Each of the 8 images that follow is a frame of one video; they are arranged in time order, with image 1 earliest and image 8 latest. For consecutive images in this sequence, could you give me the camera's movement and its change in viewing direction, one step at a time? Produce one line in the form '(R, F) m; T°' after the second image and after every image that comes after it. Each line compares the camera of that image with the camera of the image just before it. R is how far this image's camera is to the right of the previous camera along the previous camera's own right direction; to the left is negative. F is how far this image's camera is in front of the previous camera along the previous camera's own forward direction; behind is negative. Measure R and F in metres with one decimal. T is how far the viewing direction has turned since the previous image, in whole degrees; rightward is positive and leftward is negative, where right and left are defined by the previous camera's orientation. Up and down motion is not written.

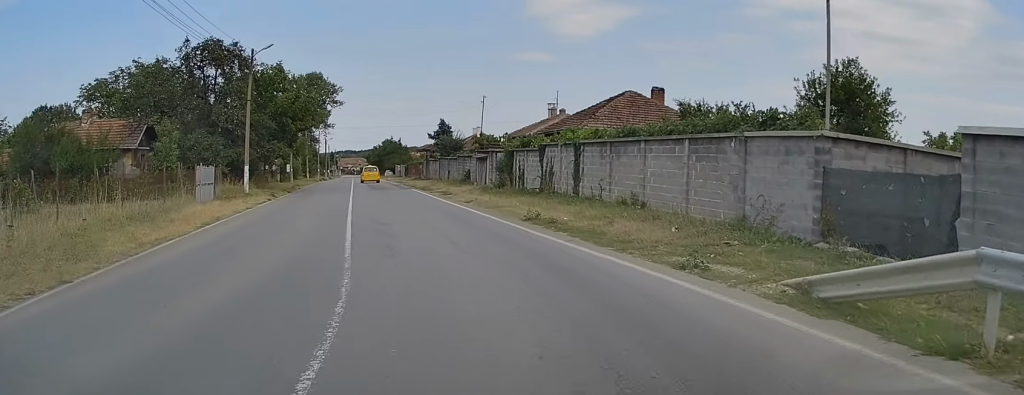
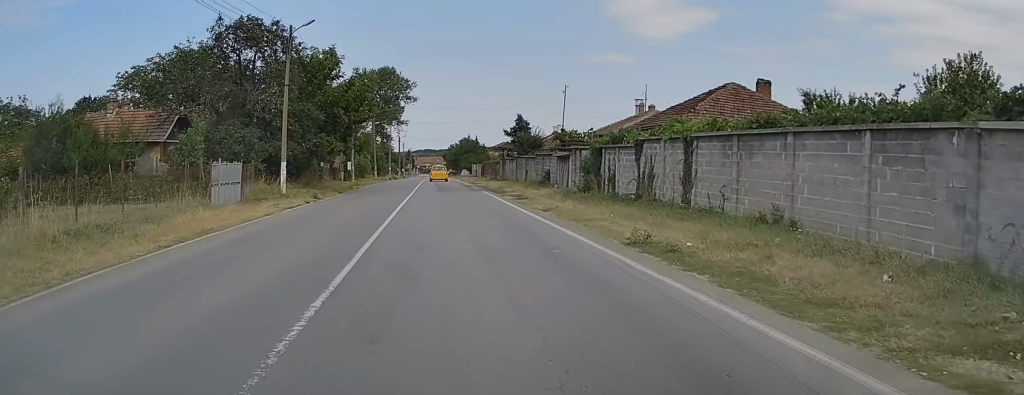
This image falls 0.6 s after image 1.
(-0.2, +6.1) m; -4°
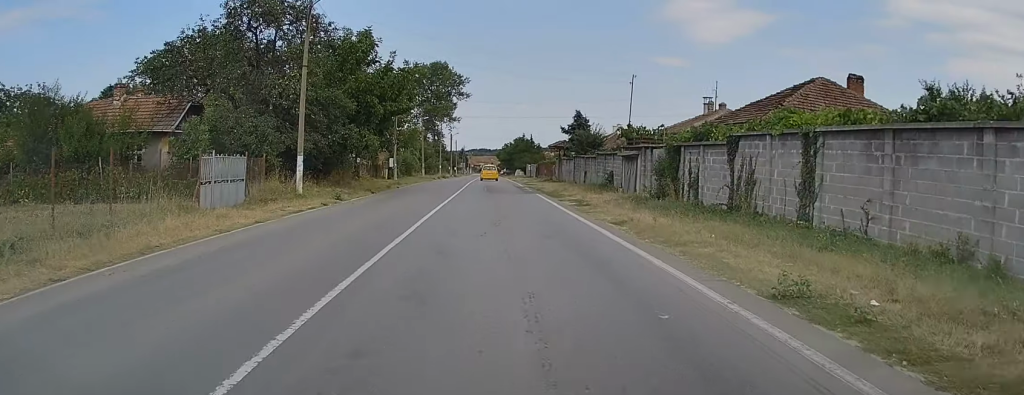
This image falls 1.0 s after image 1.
(-0.2, +5.3) m; -3°
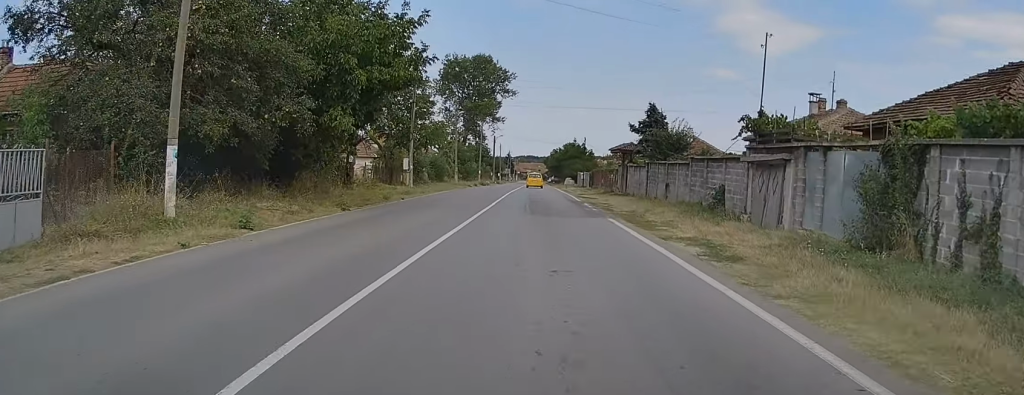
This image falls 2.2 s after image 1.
(-0.9, +13.6) m; -6°
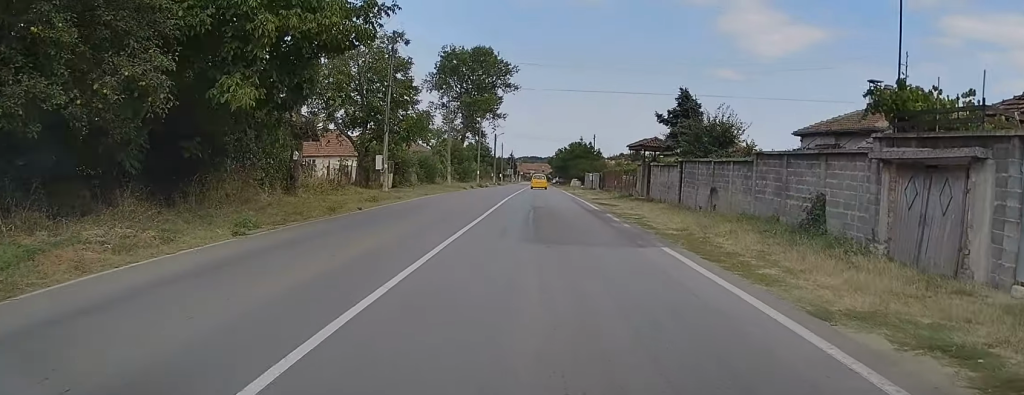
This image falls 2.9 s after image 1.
(-0.2, +8.6) m; -1°
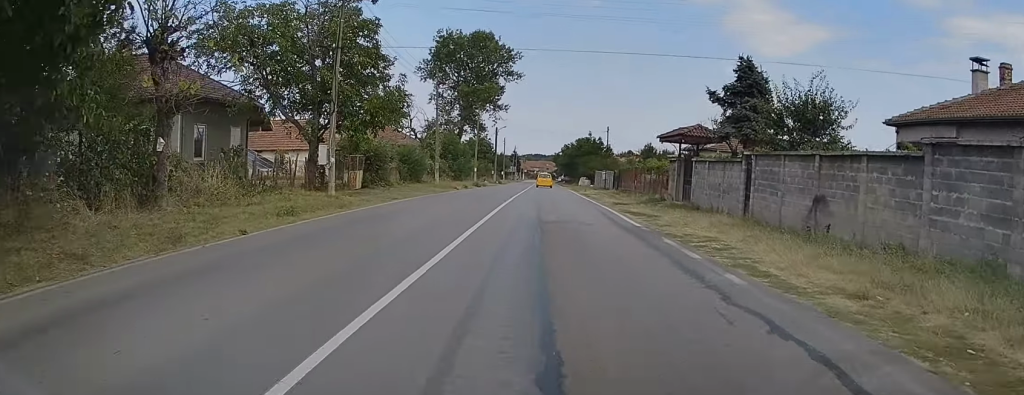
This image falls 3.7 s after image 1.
(0.0, +10.0) m; +1°
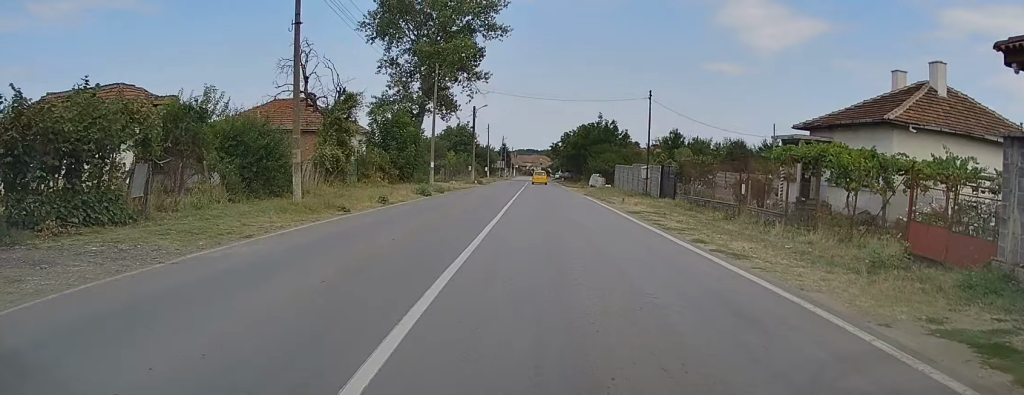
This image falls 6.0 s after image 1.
(+0.8, +28.9) m; +1°
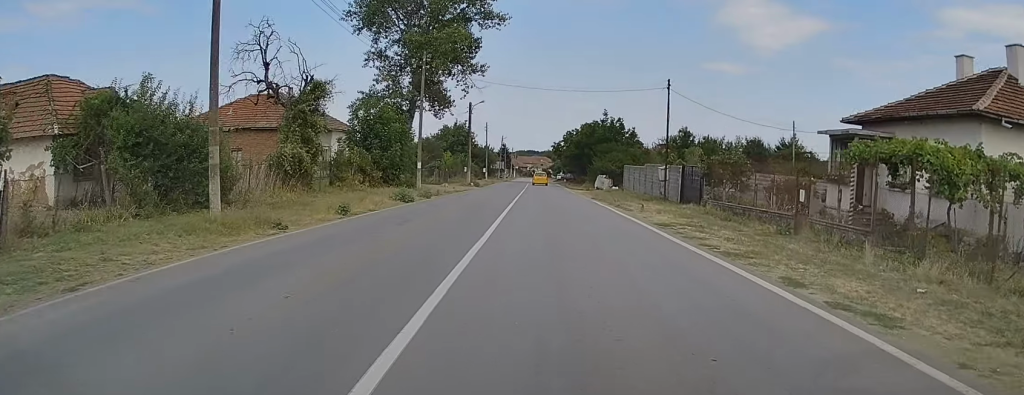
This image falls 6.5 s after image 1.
(-0.1, +5.7) m; -1°
